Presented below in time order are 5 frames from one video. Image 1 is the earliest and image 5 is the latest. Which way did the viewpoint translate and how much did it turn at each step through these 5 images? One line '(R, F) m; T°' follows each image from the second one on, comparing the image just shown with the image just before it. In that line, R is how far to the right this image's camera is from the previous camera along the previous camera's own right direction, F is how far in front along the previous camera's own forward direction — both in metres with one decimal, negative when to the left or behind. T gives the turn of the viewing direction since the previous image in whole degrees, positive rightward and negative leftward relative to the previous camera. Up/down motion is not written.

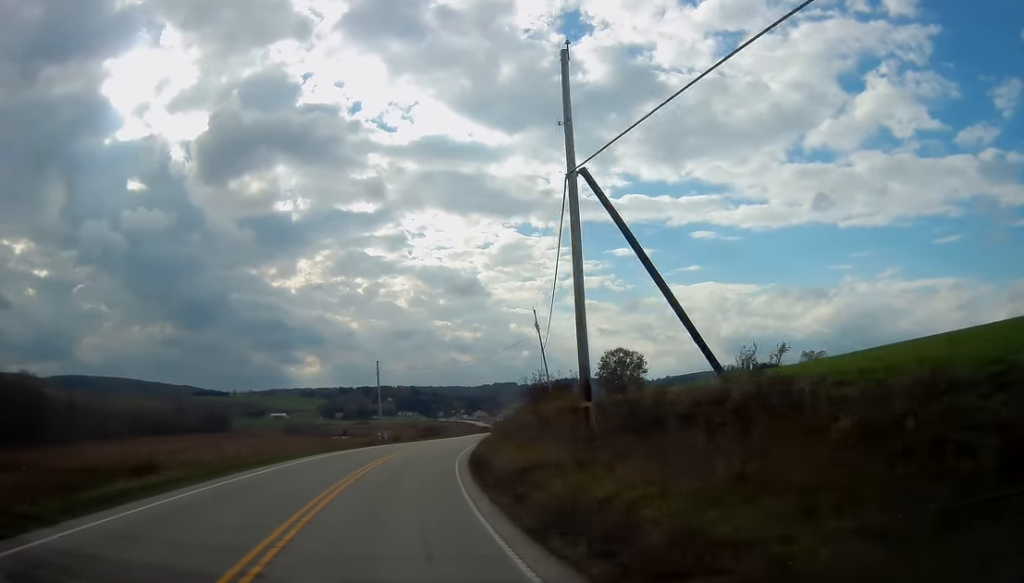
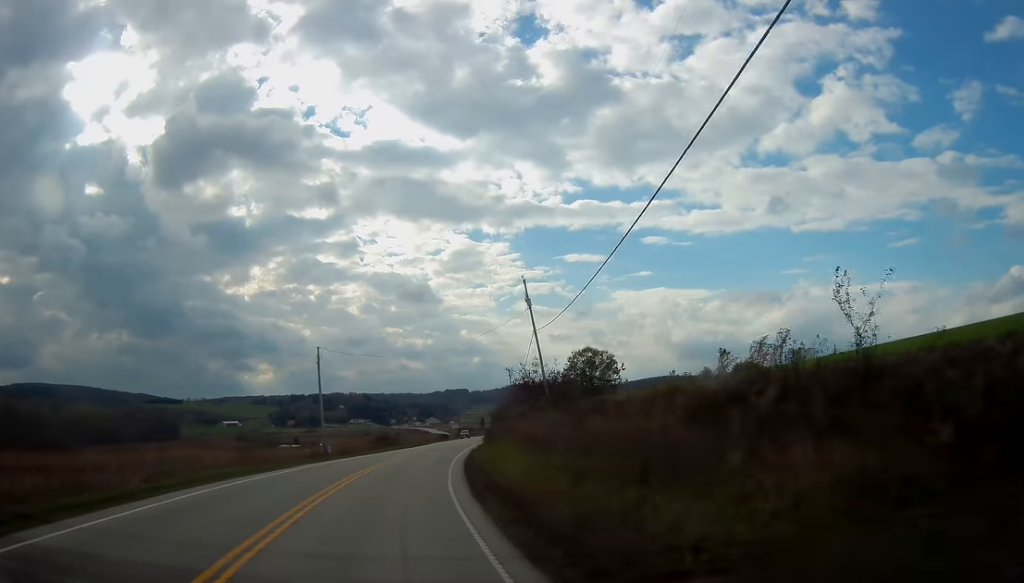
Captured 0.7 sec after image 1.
(0.0, +17.8) m; +2°
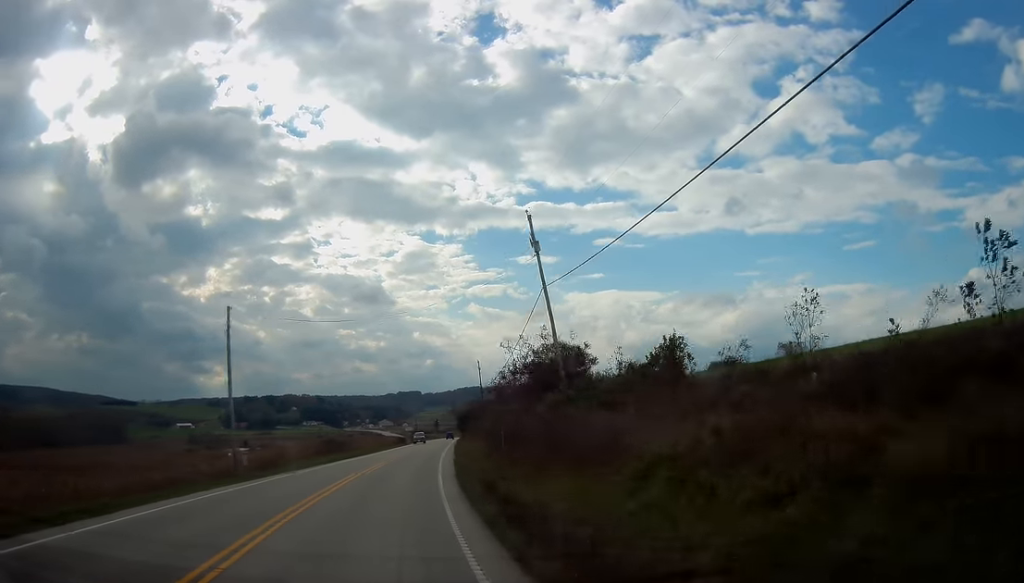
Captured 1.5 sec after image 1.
(+0.6, +17.5) m; +4°
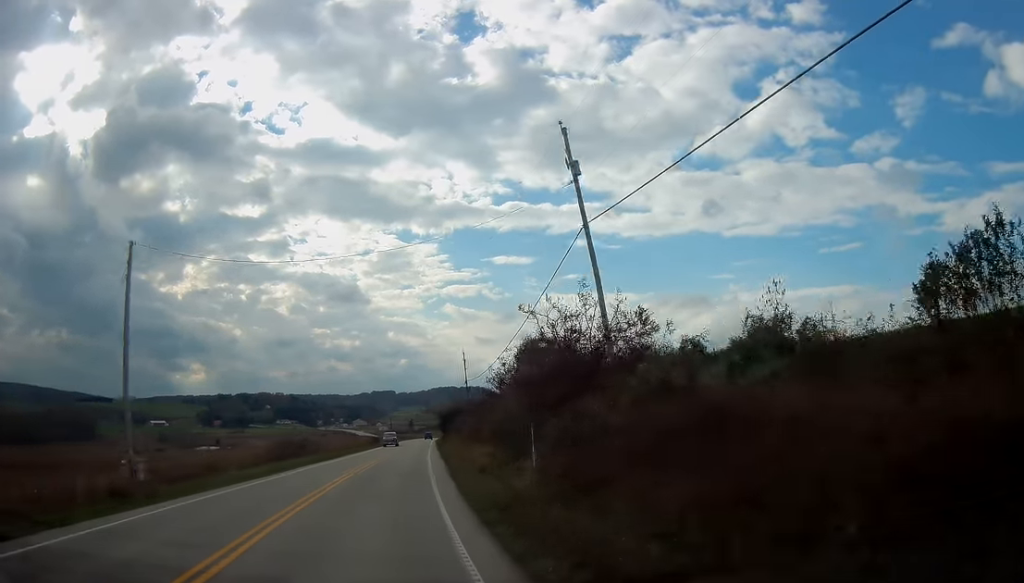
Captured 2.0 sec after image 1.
(+0.3, +11.9) m; +2°
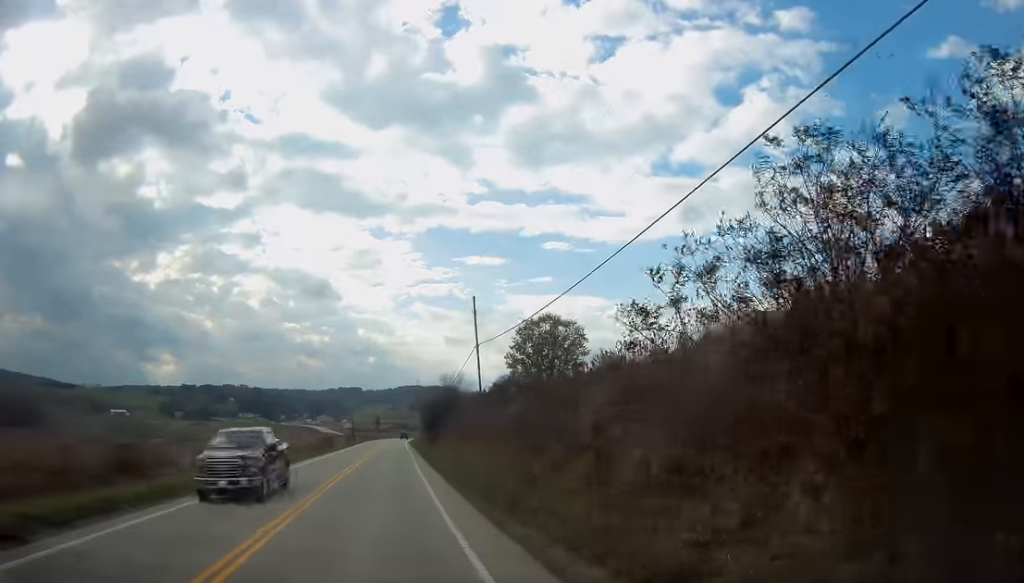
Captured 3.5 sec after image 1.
(+2.0, +35.4) m; +6°
